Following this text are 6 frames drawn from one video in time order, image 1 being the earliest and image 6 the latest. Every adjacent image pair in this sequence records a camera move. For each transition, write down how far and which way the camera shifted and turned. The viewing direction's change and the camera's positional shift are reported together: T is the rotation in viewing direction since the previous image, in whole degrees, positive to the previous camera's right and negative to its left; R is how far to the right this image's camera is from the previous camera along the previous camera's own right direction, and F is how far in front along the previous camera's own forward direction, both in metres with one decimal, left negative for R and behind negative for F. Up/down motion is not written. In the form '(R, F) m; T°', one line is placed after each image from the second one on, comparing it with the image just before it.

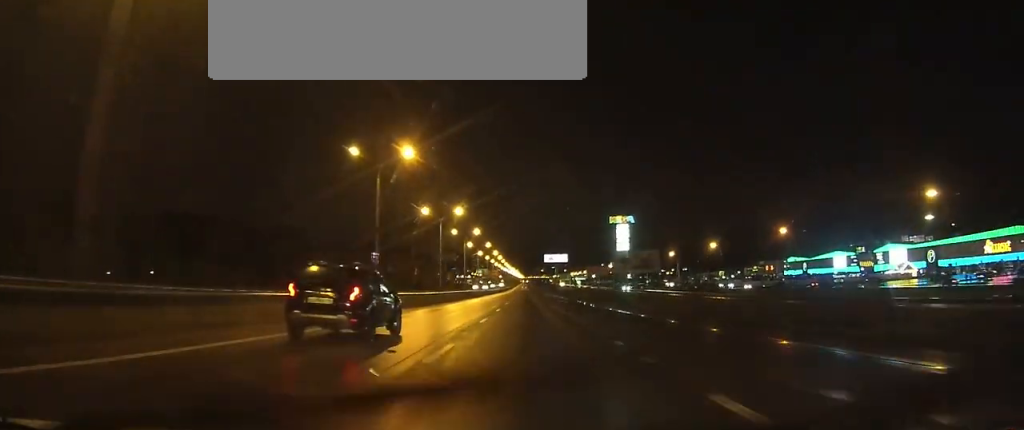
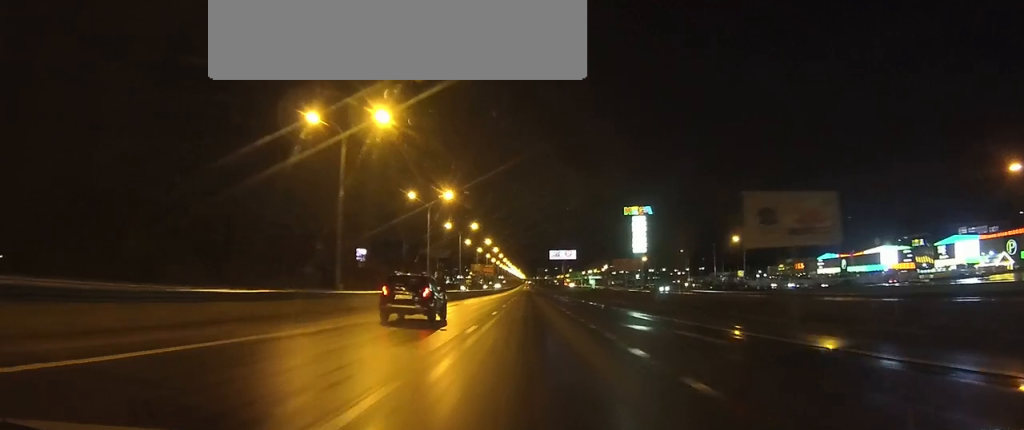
(+0.1, +46.3) m; 0°
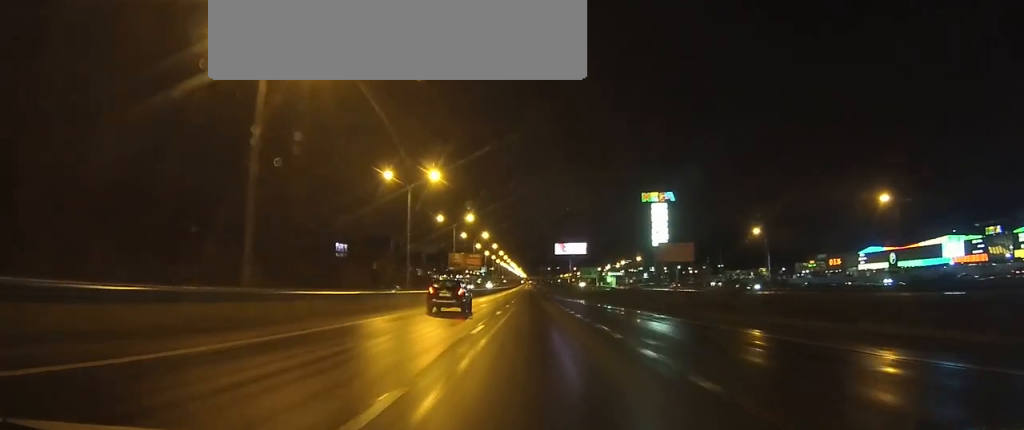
(-0.2, +47.7) m; 0°
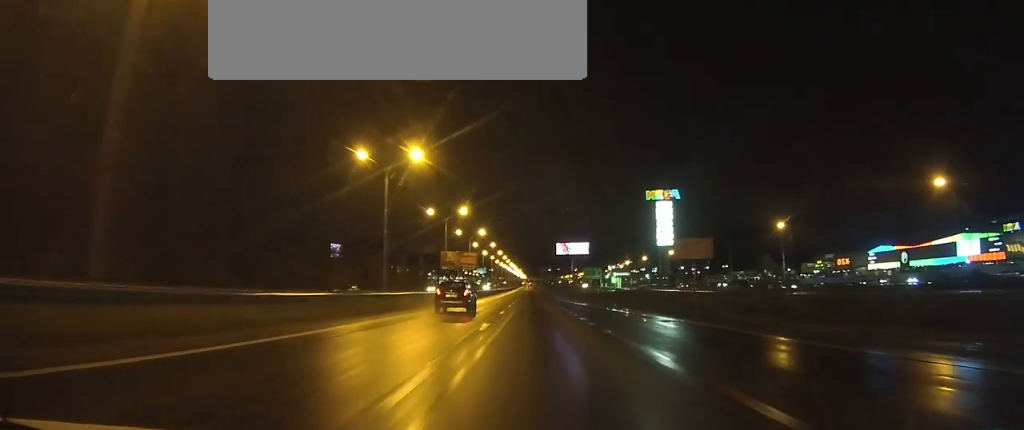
(0.0, +9.8) m; 0°
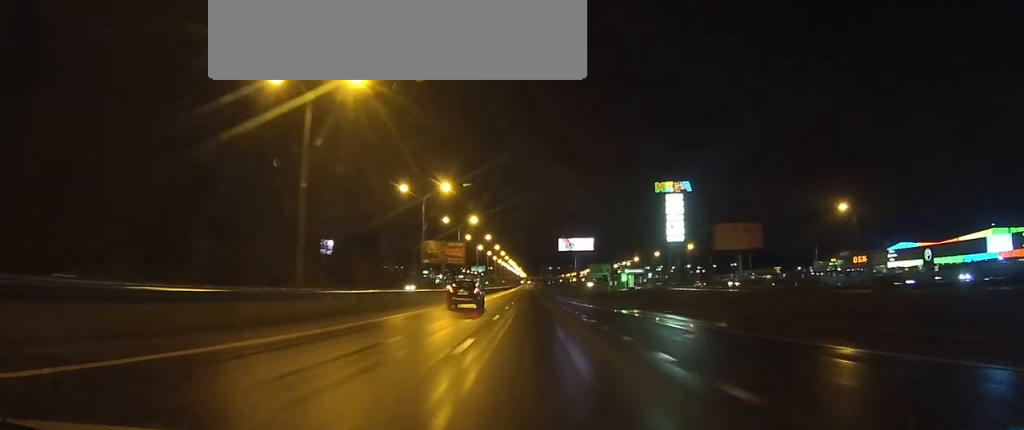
(0.0, +18.9) m; 0°
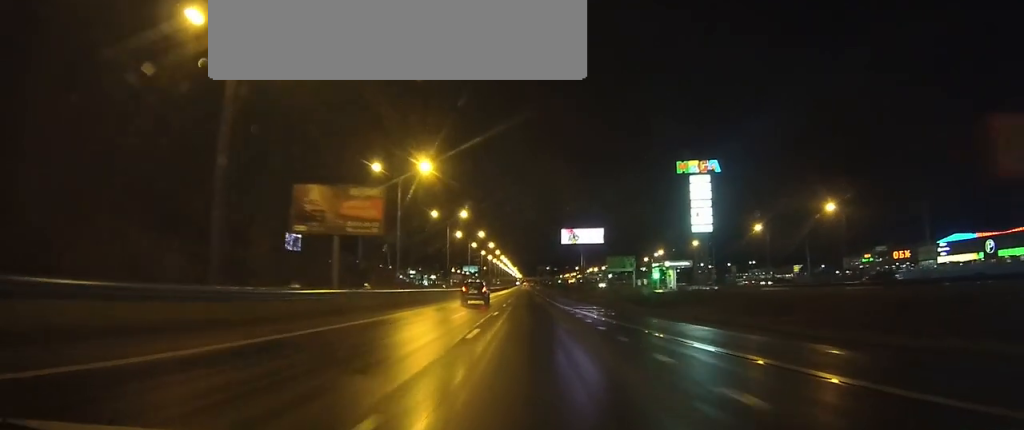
(+0.1, +44.3) m; 0°
